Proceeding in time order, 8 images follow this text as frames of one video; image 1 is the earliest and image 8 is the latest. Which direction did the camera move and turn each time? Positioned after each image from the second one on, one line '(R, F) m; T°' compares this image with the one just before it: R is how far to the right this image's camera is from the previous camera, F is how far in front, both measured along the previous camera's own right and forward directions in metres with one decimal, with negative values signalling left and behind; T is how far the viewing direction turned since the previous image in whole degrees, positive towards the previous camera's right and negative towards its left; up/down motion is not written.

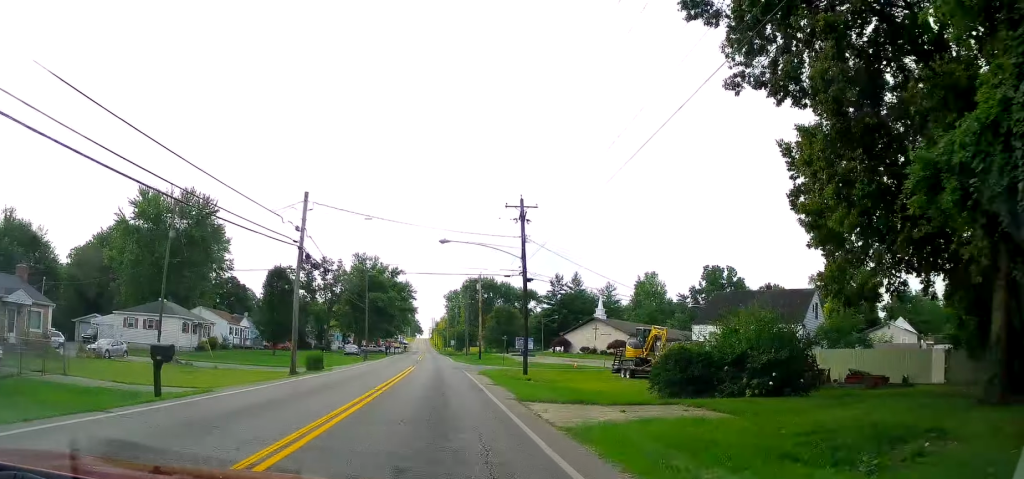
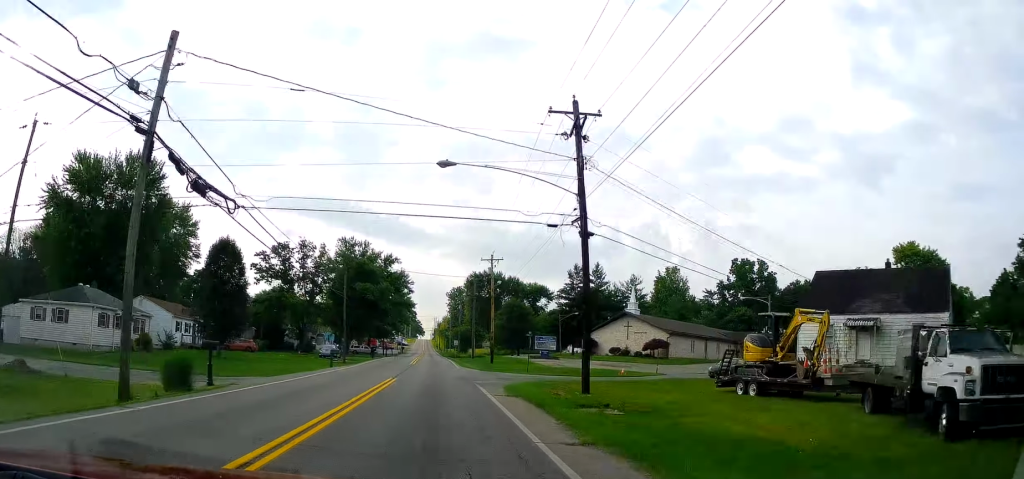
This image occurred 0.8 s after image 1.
(-0.1, +16.4) m; 0°
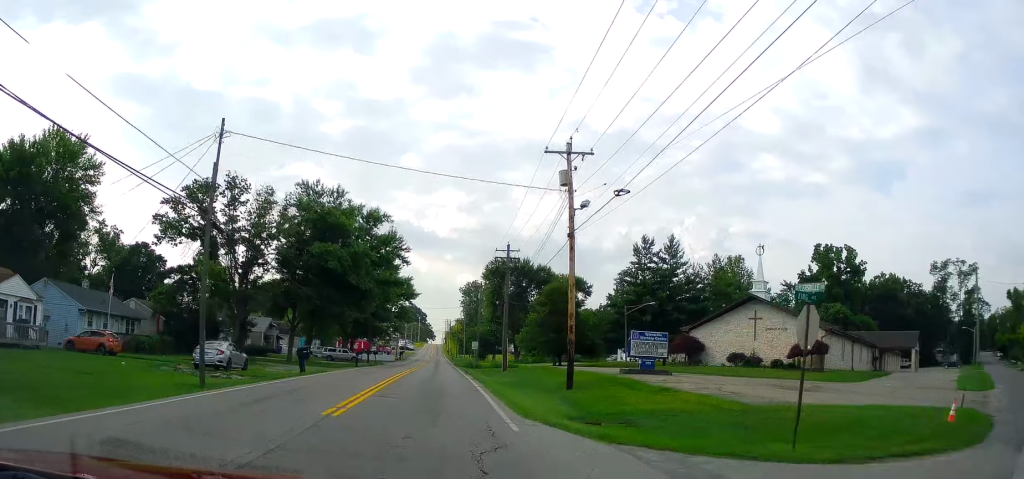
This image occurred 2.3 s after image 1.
(0.0, +32.8) m; 0°
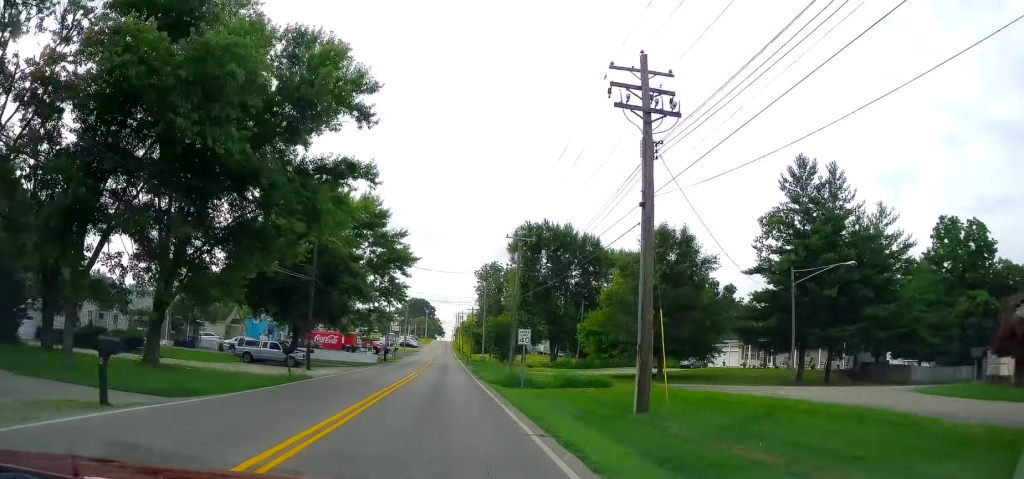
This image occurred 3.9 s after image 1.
(+0.1, +35.2) m; 0°
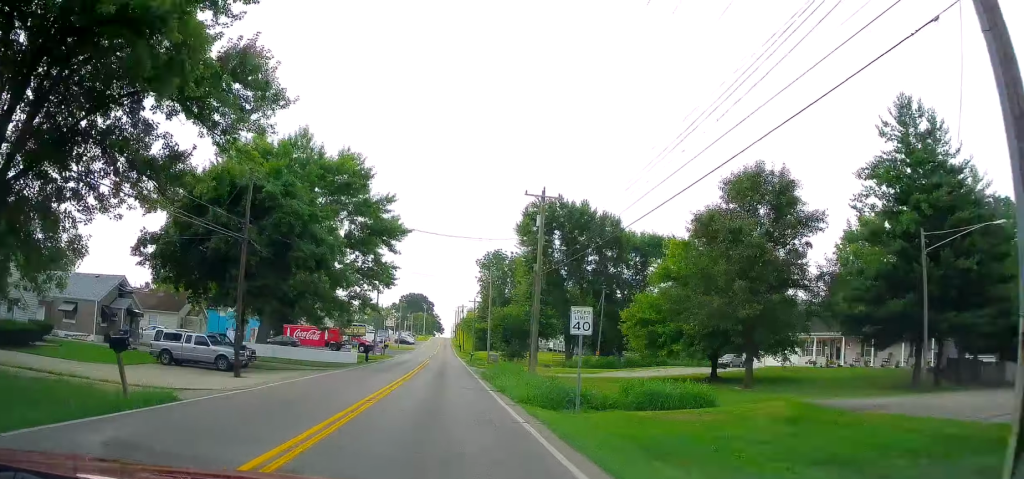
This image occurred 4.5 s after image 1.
(+0.1, +13.0) m; -1°
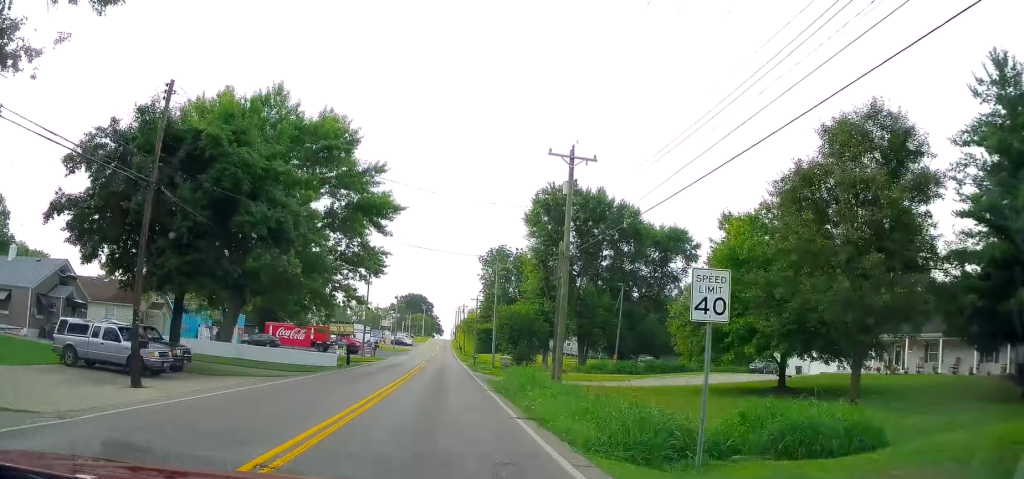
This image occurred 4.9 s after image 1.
(-0.3, +8.7) m; 0°
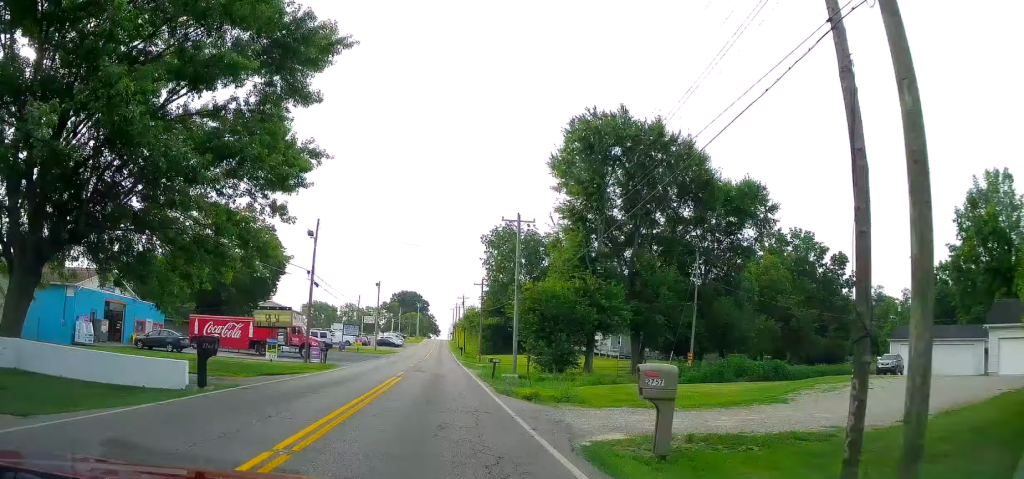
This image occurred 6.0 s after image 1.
(0.0, +23.3) m; 0°
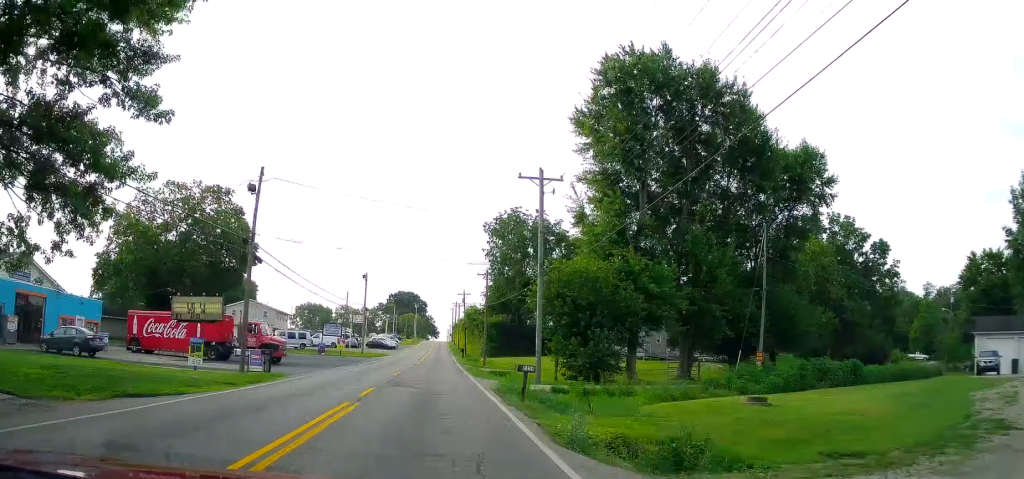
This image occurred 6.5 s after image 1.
(+0.2, +11.6) m; 0°
